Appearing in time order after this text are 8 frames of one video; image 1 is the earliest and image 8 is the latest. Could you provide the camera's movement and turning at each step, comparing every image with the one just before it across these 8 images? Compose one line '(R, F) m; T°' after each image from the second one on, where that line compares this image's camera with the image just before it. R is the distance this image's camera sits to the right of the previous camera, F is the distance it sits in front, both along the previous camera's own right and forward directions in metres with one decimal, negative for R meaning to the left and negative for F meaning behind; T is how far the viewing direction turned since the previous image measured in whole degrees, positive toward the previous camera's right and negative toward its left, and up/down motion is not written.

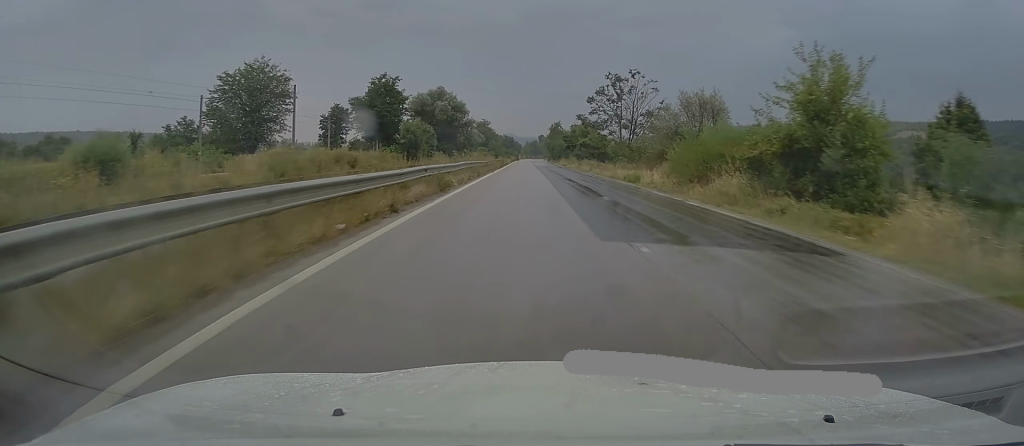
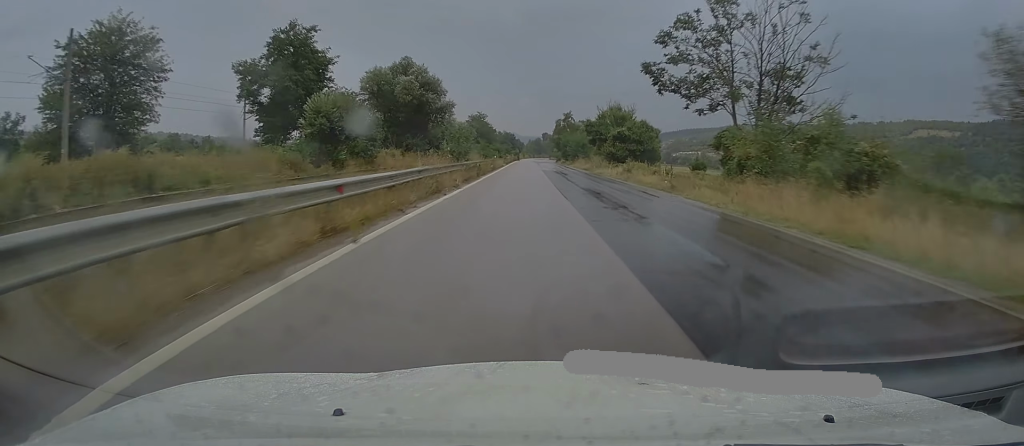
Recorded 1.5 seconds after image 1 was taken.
(+0.1, +35.0) m; +1°
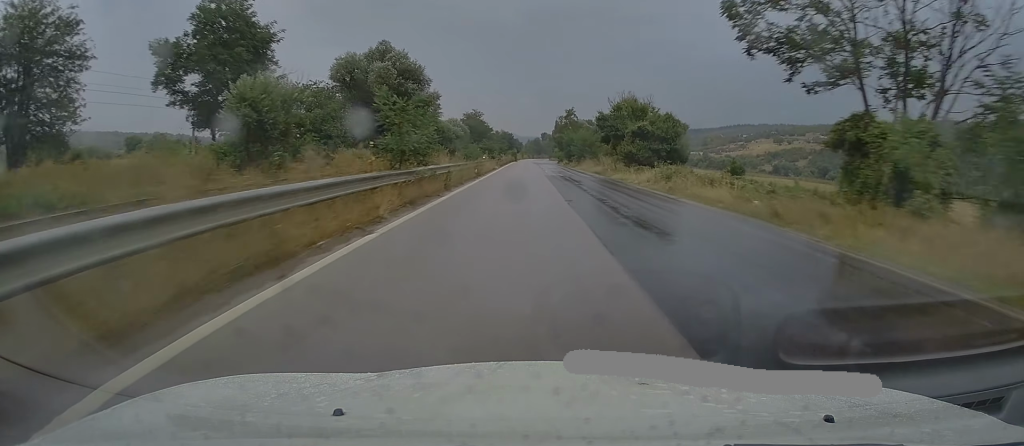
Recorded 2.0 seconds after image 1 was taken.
(+0.2, +12.1) m; 0°
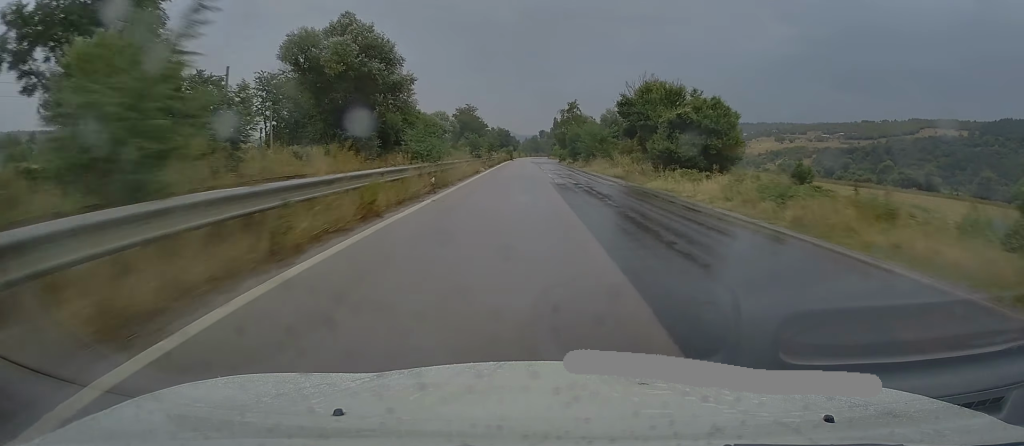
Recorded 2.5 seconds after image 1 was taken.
(0.0, +13.9) m; 0°
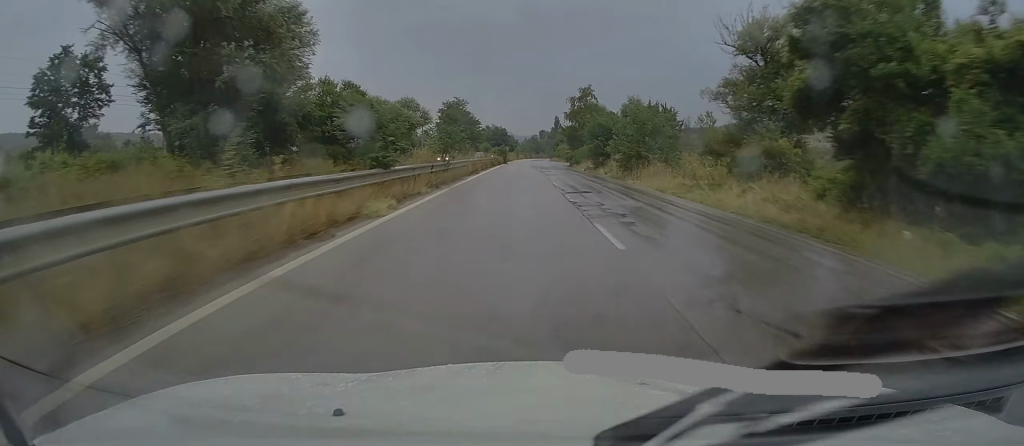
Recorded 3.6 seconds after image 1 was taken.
(-0.5, +27.2) m; -1°
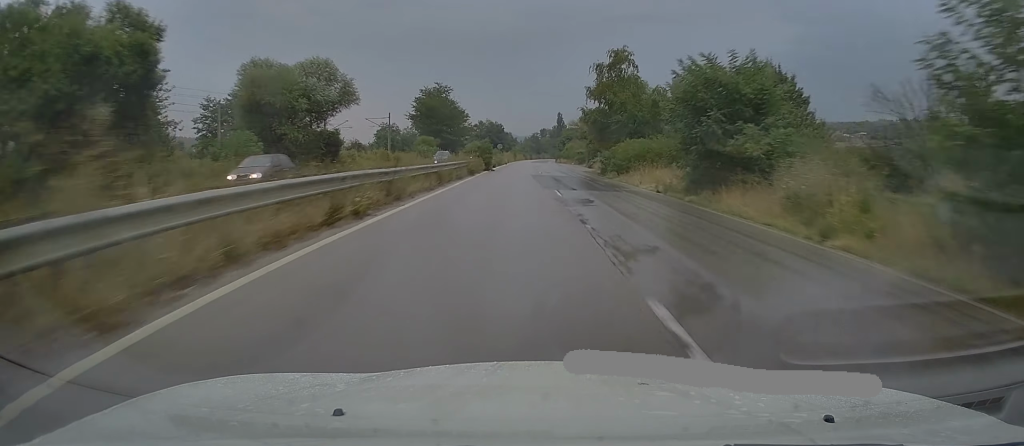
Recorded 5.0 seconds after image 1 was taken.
(+0.4, +33.2) m; +1°
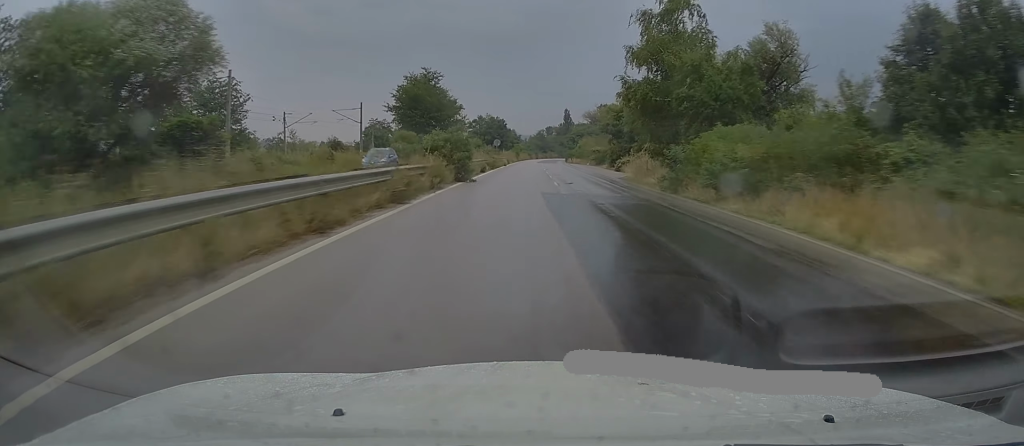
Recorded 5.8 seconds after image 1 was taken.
(+0.1, +20.7) m; 0°
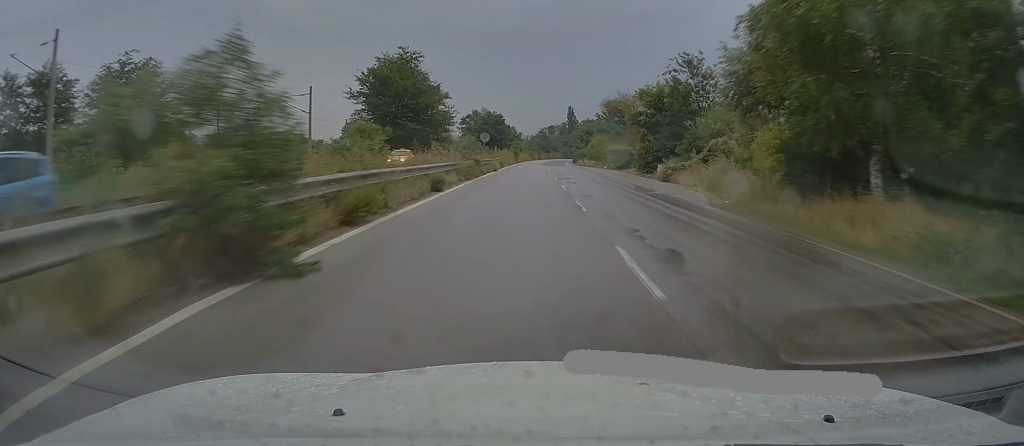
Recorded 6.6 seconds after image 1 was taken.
(-0.1, +20.6) m; -1°
